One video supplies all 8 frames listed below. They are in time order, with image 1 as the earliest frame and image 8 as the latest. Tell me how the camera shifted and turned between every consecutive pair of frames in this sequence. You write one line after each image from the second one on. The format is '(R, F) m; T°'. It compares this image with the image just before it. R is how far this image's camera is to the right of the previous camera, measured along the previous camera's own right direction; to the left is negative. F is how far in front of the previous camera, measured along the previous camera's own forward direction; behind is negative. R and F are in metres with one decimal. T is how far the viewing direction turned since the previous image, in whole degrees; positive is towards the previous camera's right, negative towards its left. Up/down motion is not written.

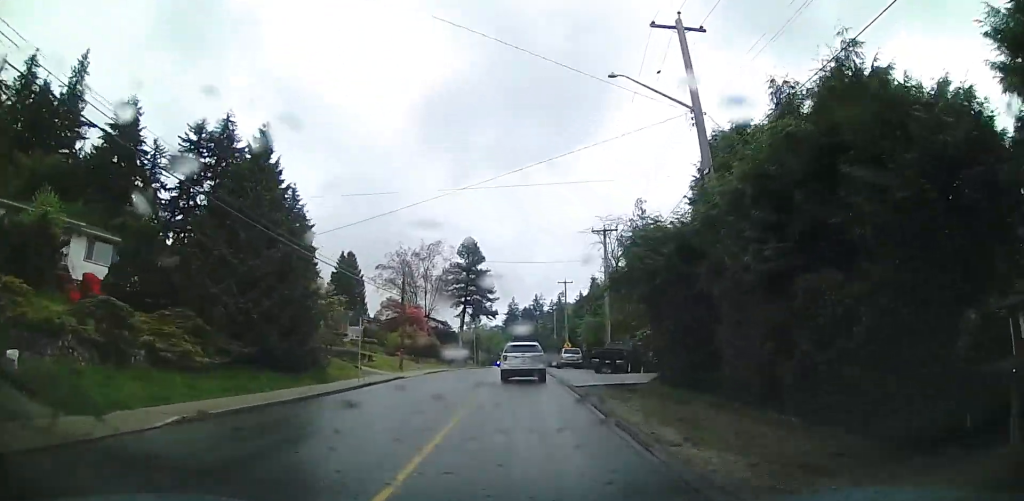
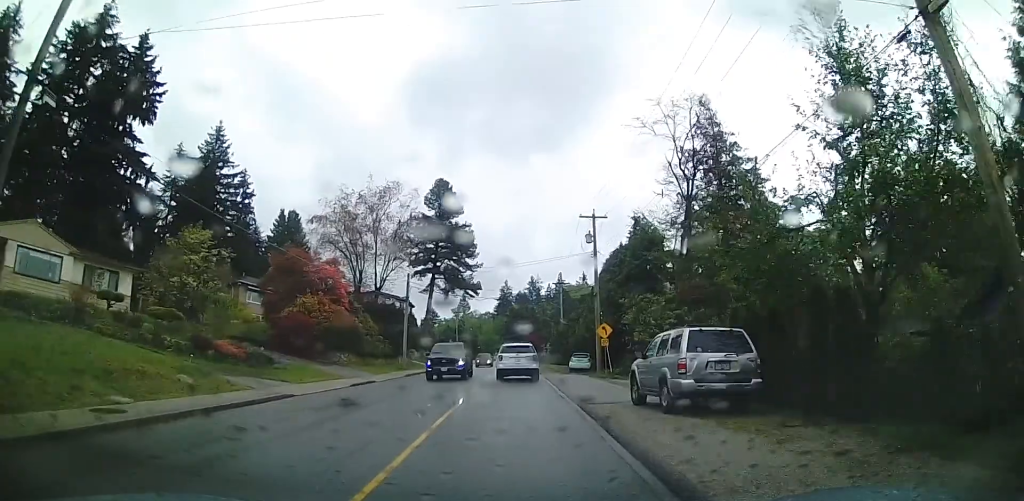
(-1.5, +32.8) m; -4°
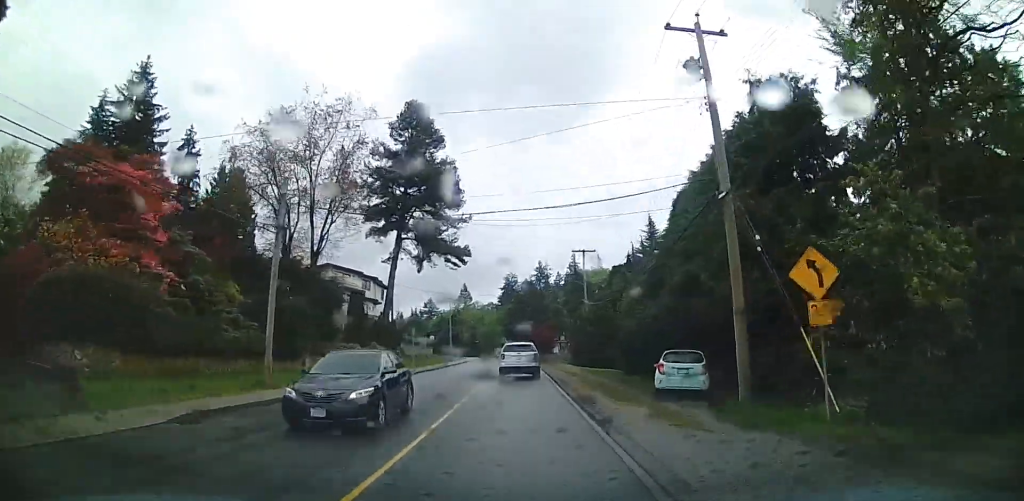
(+0.1, +25.3) m; +1°
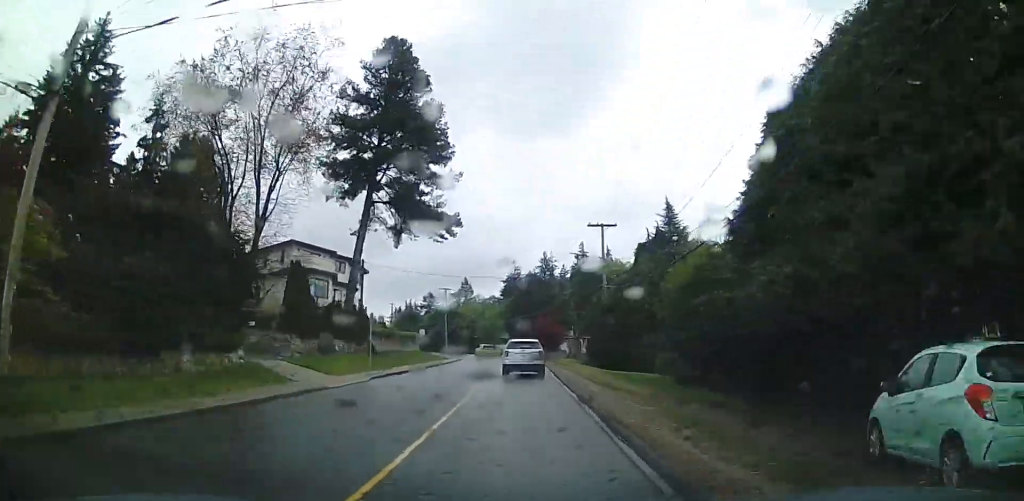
(0.0, +11.9) m; +1°
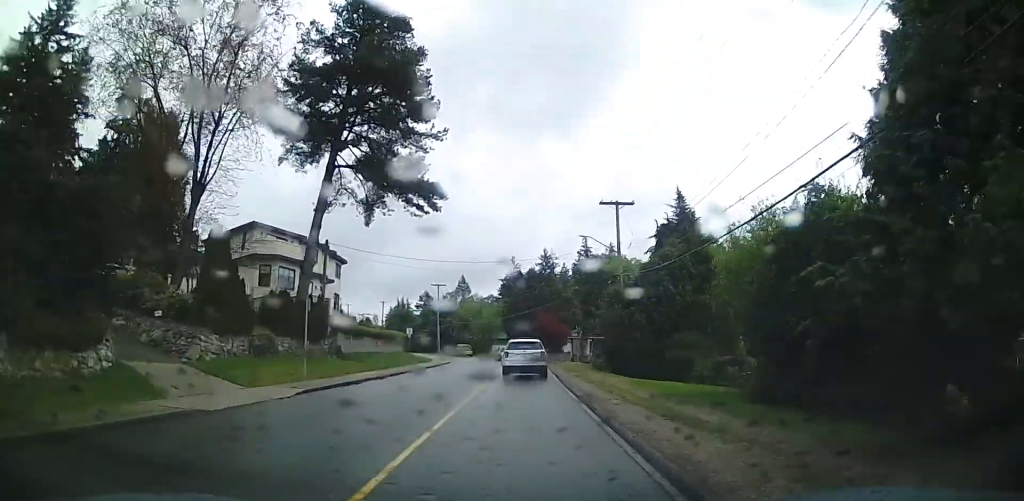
(+0.1, +8.4) m; 0°
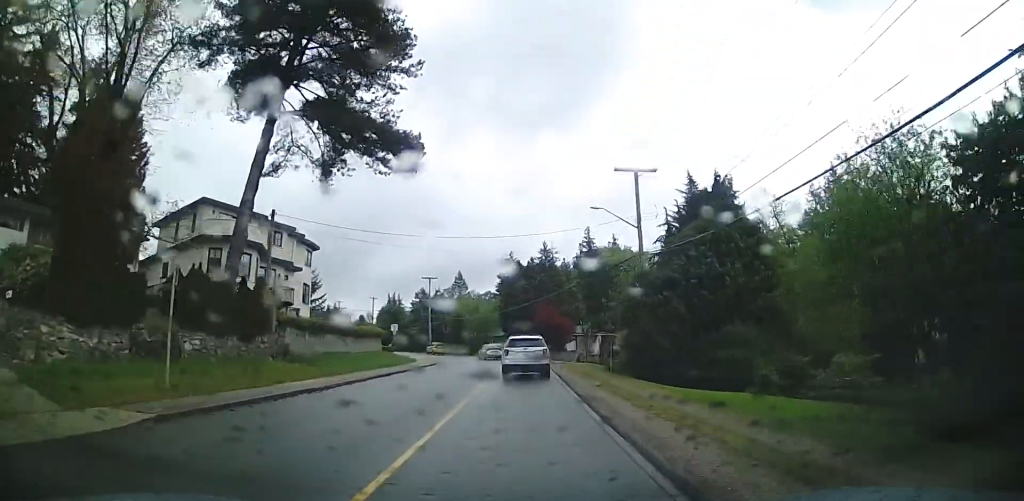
(0.0, +7.9) m; -1°
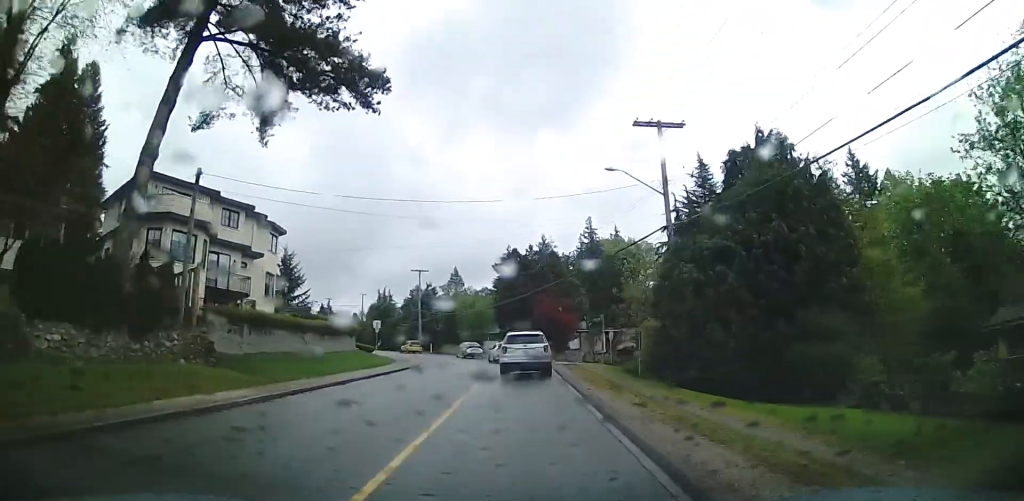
(+0.1, +7.0) m; -1°
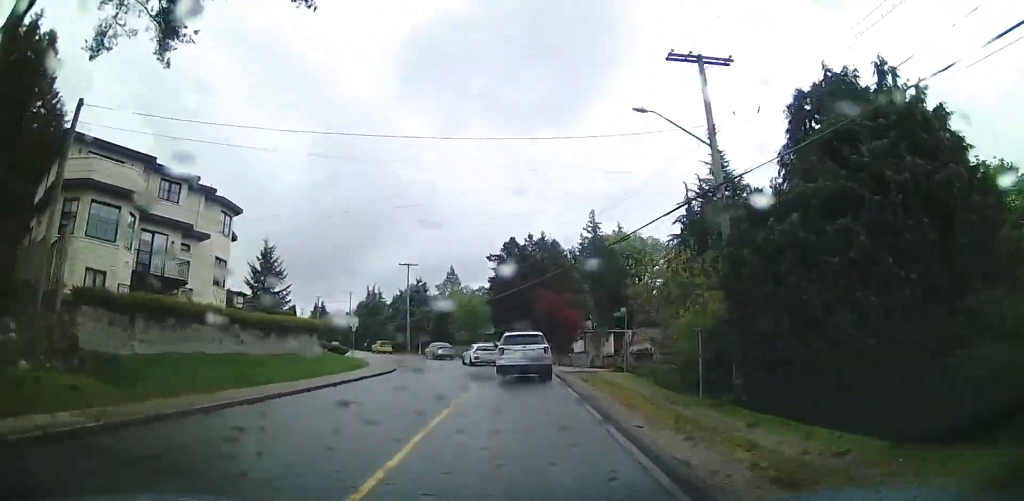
(-0.1, +7.5) m; 0°
